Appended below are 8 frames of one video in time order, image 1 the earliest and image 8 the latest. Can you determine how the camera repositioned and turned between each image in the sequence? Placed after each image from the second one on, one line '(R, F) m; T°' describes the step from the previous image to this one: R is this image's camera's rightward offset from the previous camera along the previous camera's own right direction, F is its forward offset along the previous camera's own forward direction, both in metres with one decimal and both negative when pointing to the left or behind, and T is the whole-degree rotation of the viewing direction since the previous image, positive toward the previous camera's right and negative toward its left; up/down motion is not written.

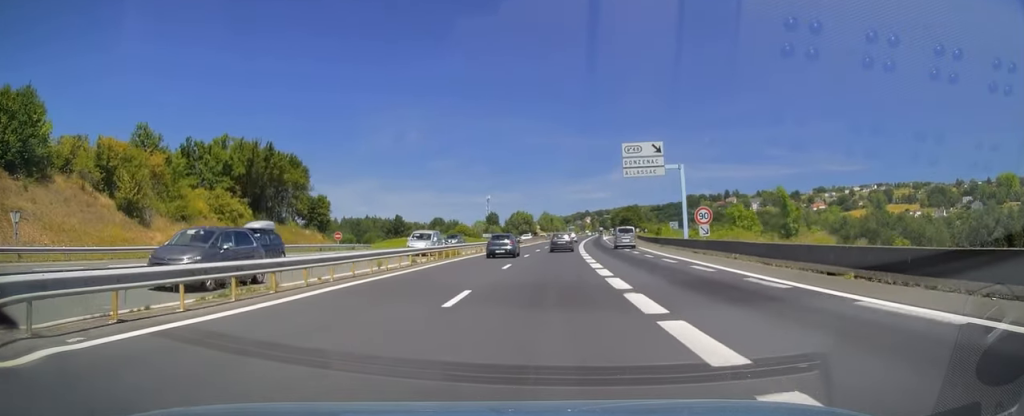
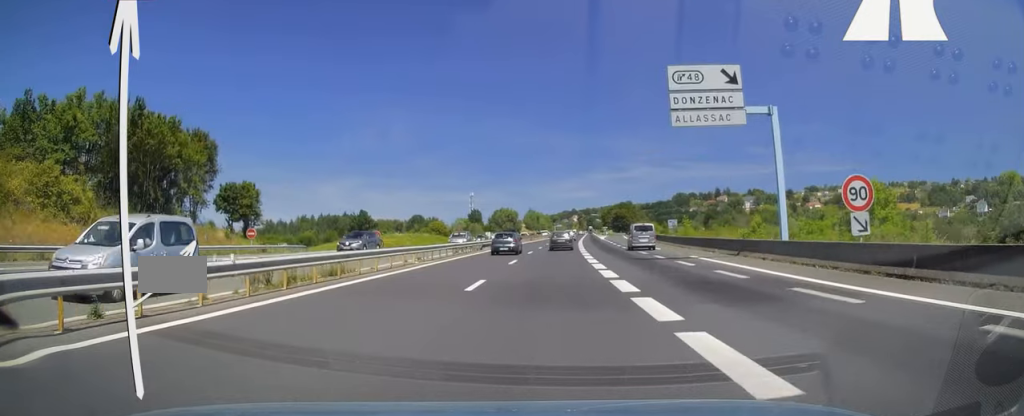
(+0.3, +23.4) m; +2°
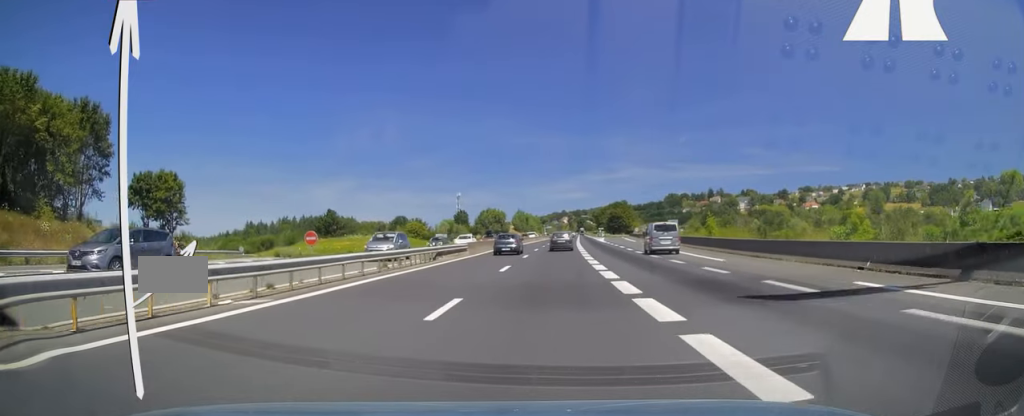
(+0.2, +17.7) m; +1°
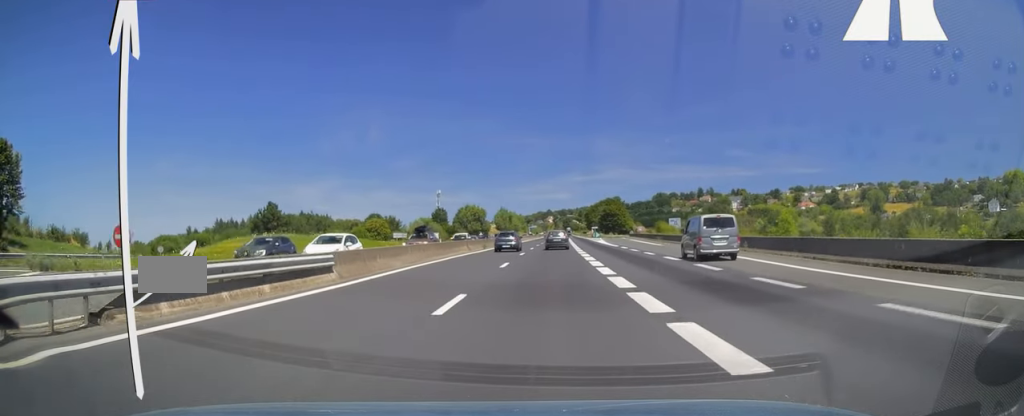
(+0.3, +25.5) m; +1°
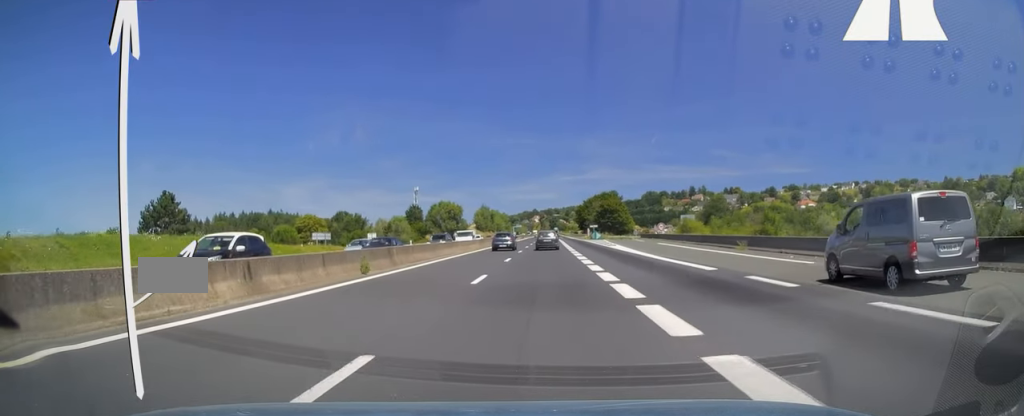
(+0.4, +32.8) m; +2°
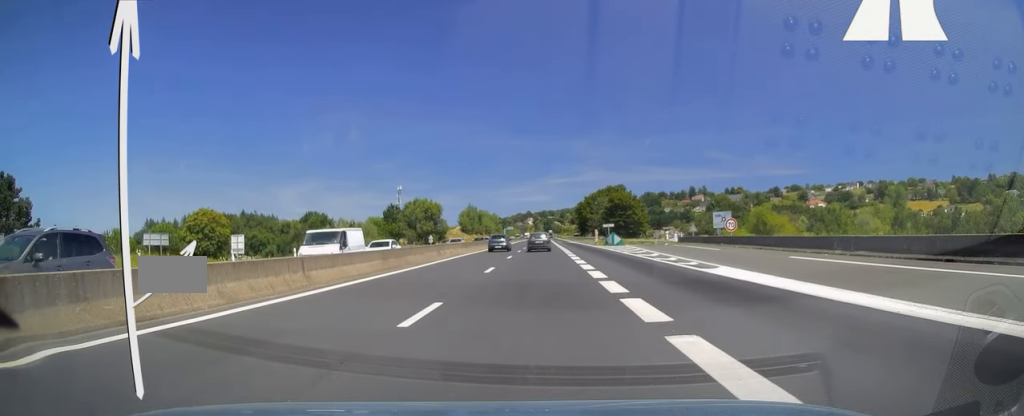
(+0.6, +33.5) m; +1°
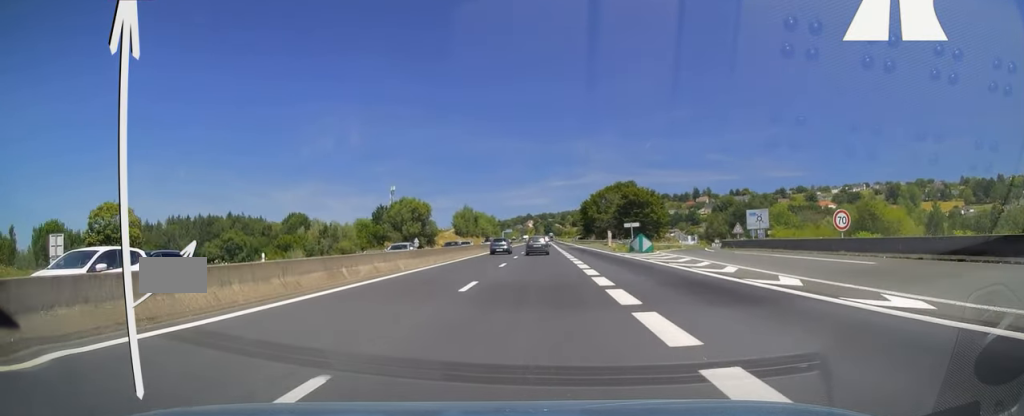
(0.0, +19.3) m; 0°
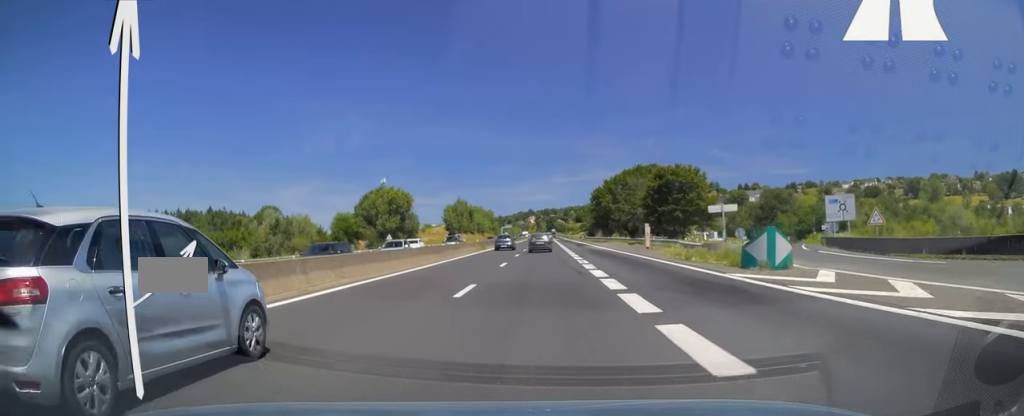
(0.0, +27.6) m; 0°
